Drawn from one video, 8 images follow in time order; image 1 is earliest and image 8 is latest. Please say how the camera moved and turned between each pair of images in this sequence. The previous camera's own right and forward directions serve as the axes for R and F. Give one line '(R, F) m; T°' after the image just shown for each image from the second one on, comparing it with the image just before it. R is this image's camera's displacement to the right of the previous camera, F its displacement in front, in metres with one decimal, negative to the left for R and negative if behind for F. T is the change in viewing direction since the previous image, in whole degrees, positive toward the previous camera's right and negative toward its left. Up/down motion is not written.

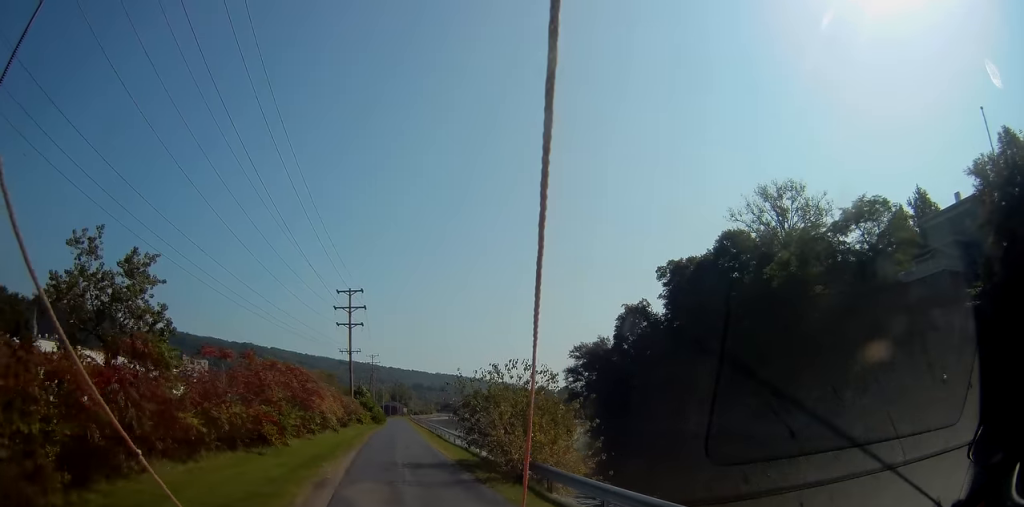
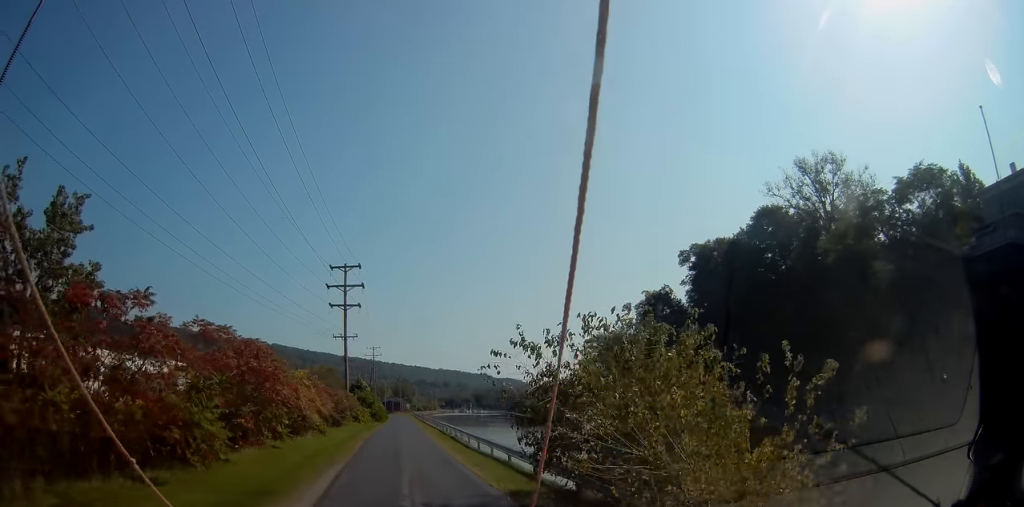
(+0.3, +9.7) m; +2°
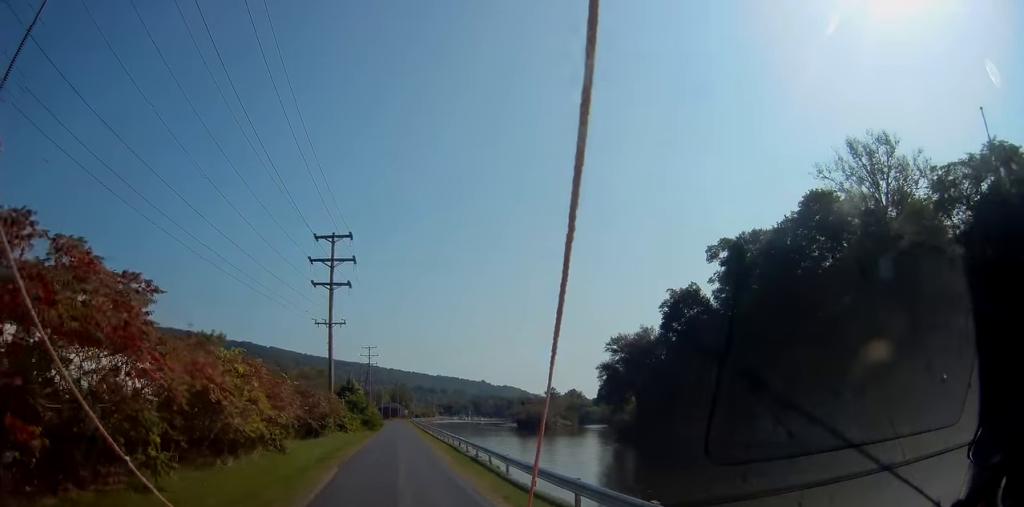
(-0.1, +11.5) m; 0°
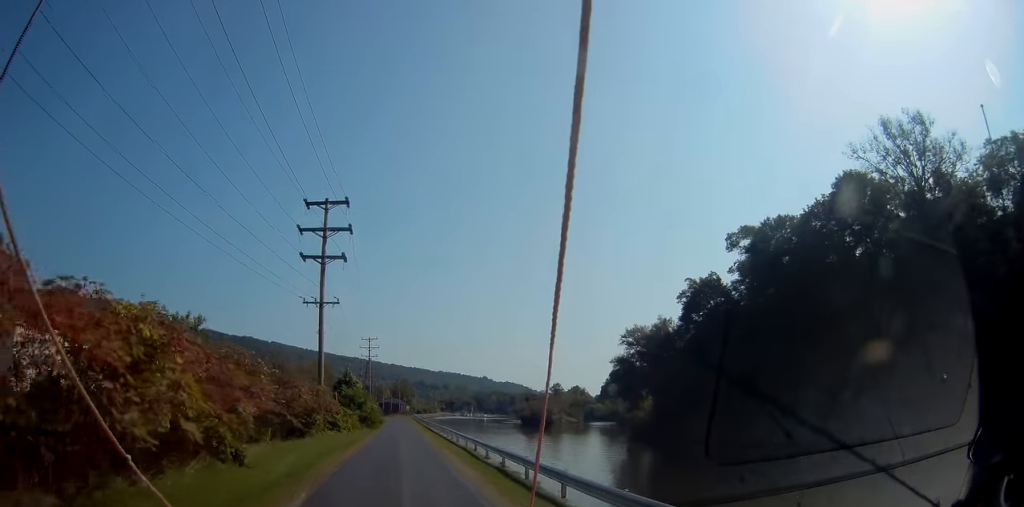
(0.0, +6.4) m; 0°
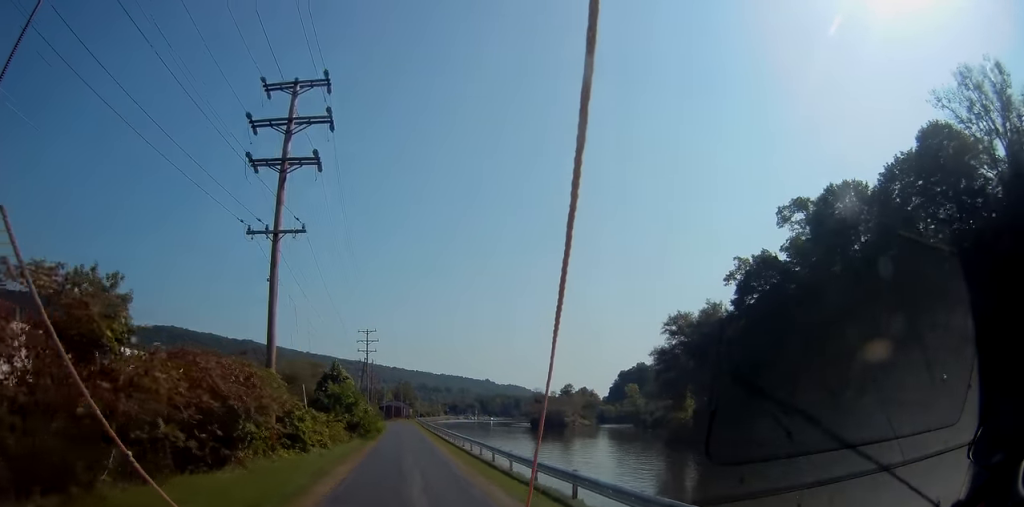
(0.0, +15.5) m; +2°
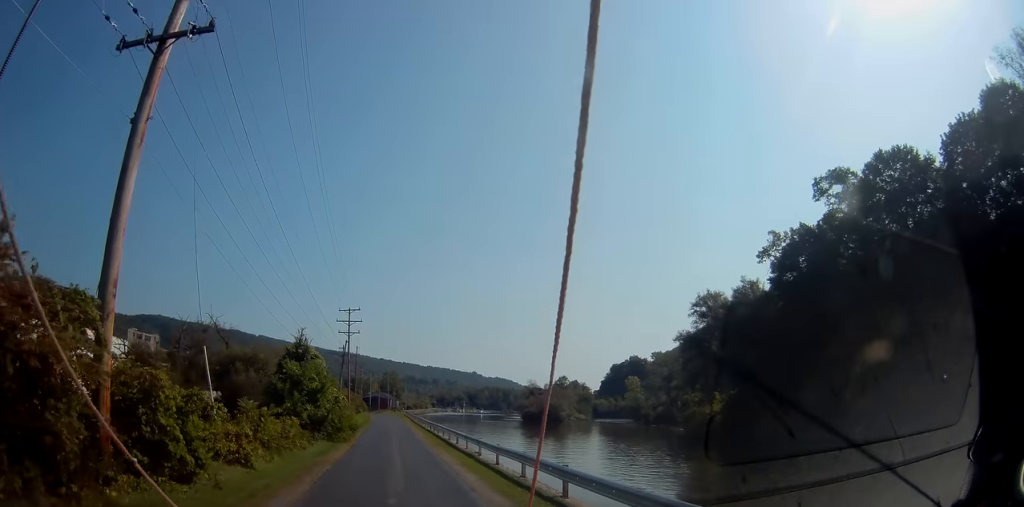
(+0.5, +12.1) m; +1°
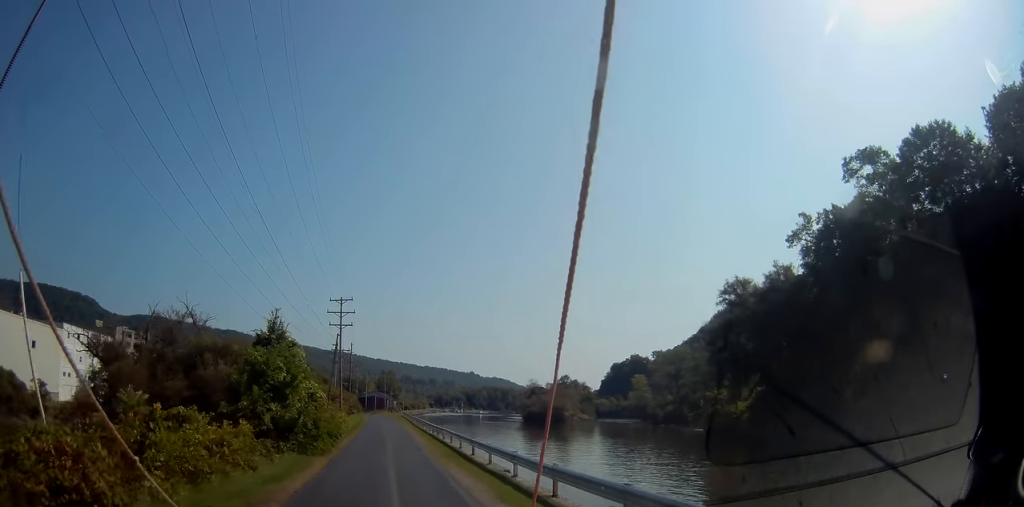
(-0.3, +7.7) m; -2°
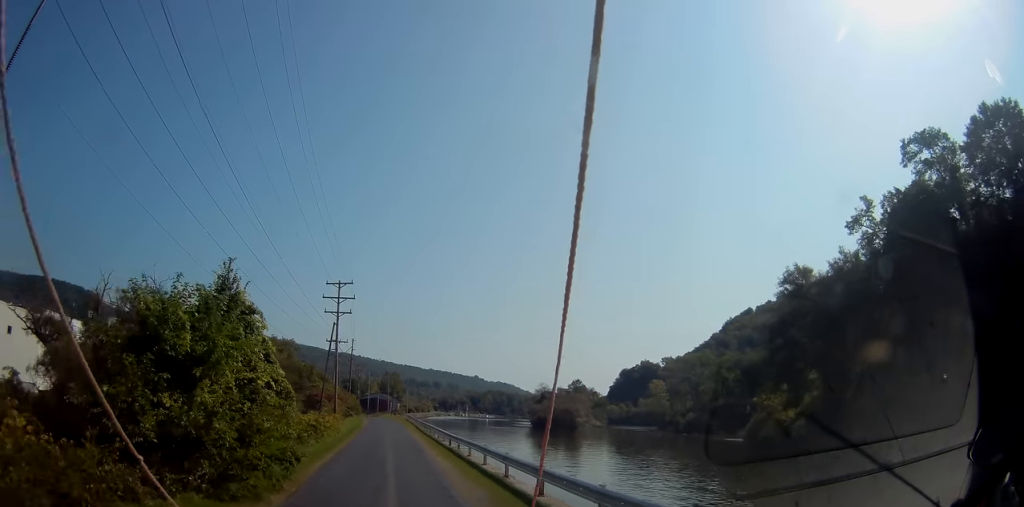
(-0.1, +10.6) m; -1°
